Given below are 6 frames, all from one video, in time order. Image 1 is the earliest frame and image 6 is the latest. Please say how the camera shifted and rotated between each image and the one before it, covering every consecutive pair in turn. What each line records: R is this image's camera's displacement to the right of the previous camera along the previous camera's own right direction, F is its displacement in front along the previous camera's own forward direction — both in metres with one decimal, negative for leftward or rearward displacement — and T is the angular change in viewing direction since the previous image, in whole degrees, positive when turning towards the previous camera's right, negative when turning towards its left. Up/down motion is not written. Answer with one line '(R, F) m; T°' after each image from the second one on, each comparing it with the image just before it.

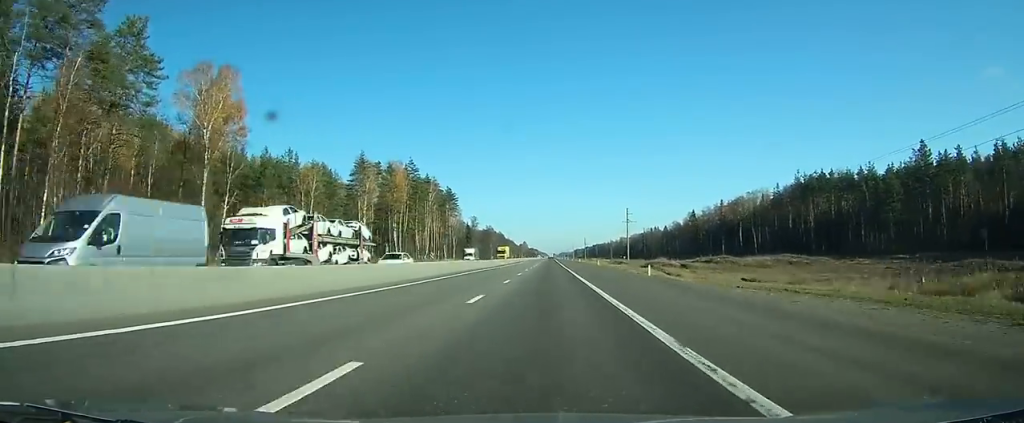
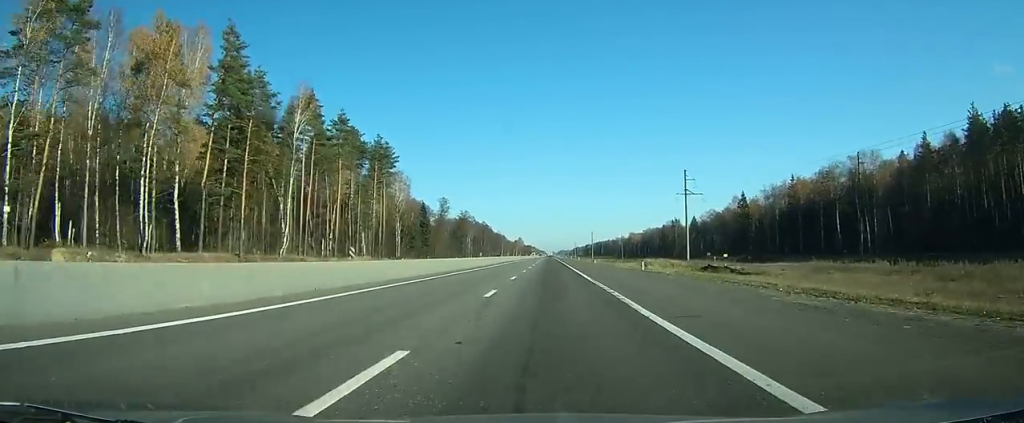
(+0.2, +92.9) m; 0°
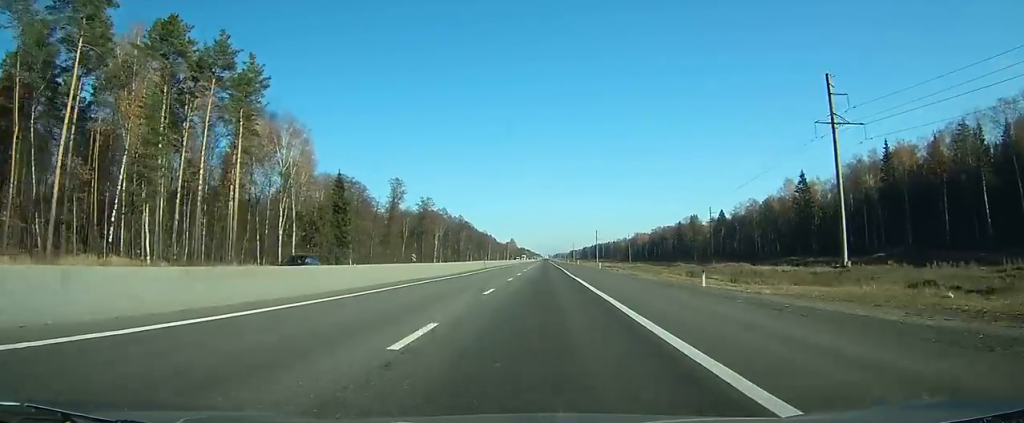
(0.0, +71.1) m; 0°
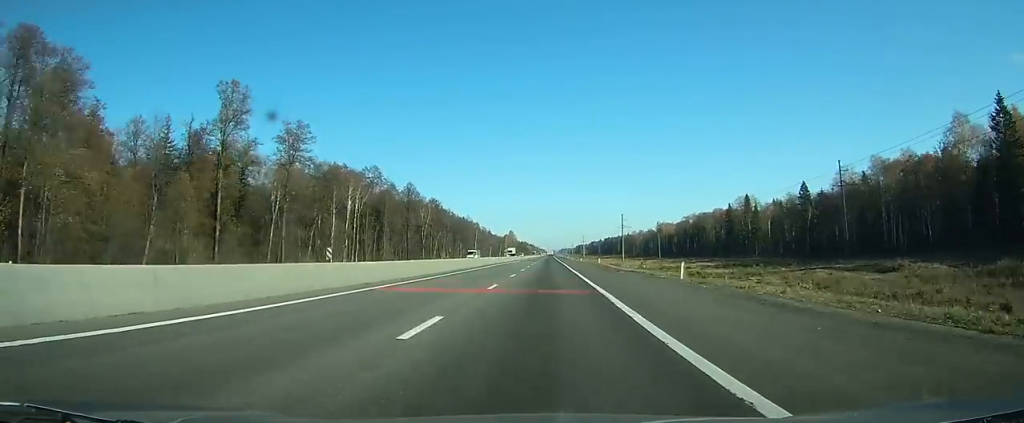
(-0.7, +94.2) m; 0°
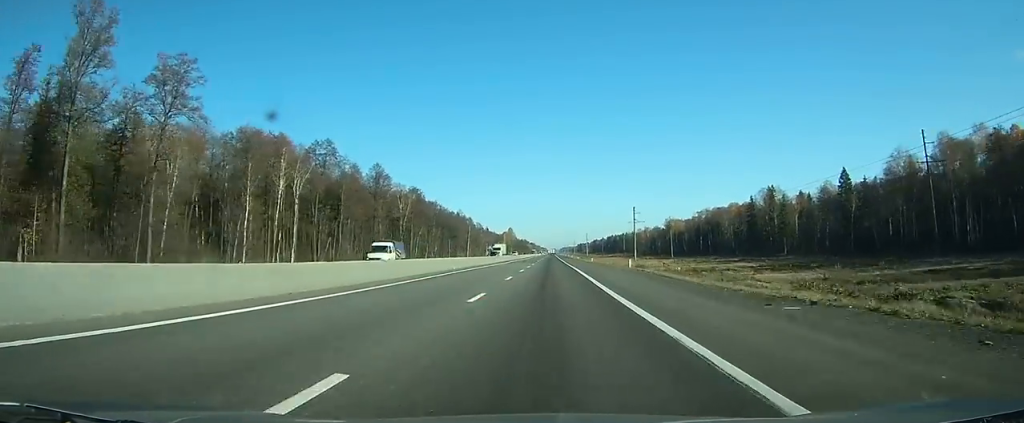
(0.0, +28.9) m; 0°
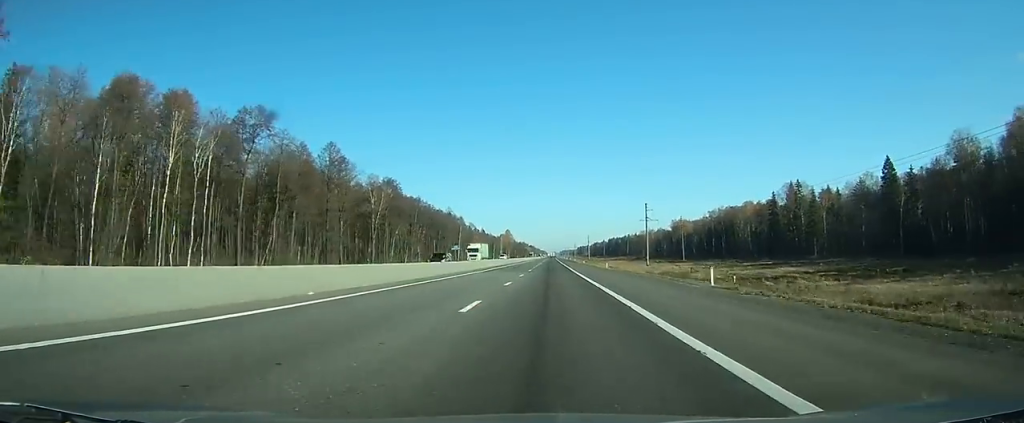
(0.0, +25.1) m; 0°
